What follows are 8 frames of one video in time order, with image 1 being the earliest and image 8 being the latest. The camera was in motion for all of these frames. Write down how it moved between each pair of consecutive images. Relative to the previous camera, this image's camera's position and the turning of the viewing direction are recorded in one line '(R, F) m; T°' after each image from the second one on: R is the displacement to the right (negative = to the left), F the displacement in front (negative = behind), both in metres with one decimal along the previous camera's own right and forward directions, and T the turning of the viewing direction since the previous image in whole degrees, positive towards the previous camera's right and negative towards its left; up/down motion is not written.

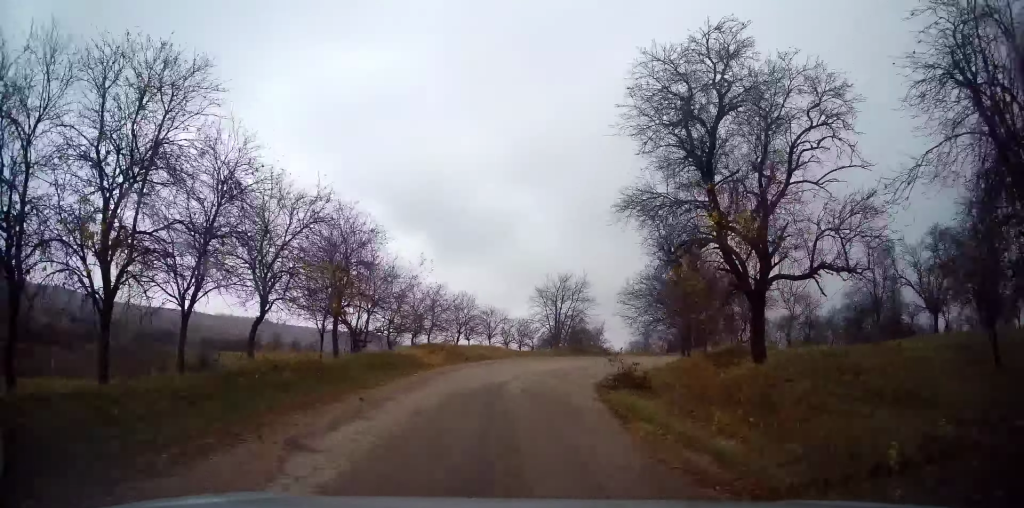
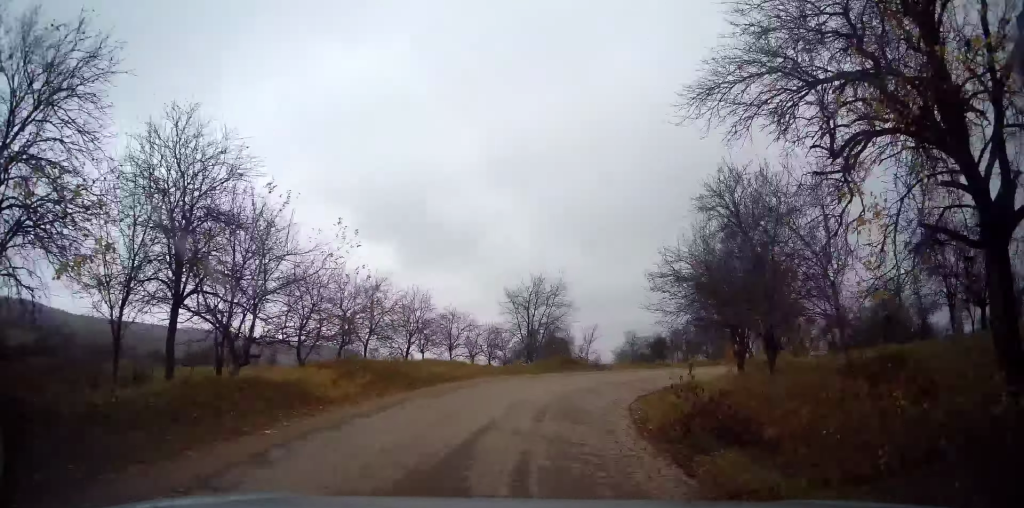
(+0.2, +7.2) m; +4°
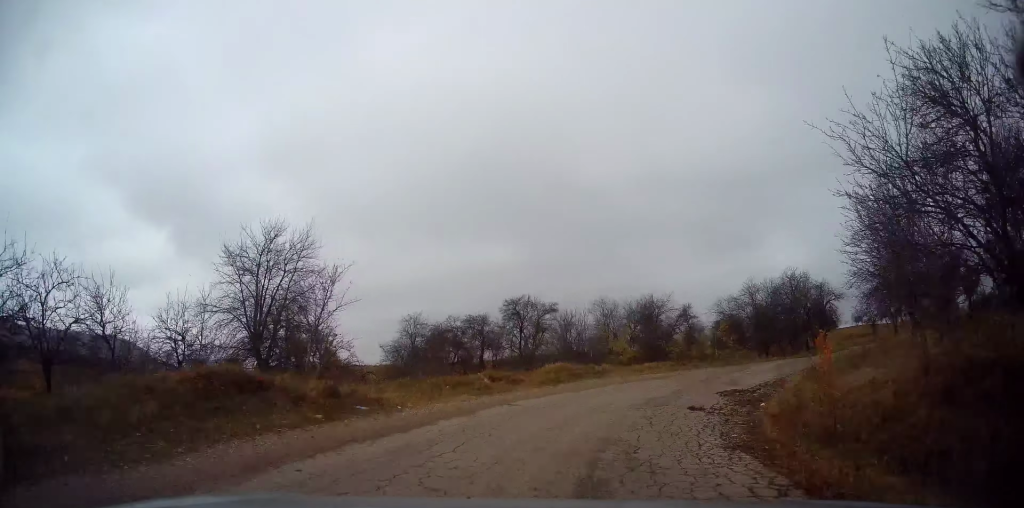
(+2.6, +19.9) m; +18°
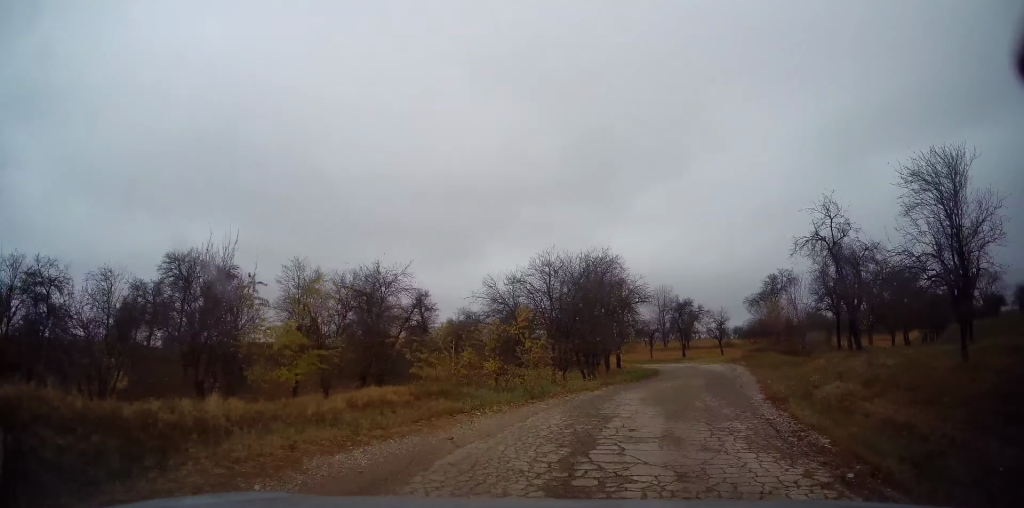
(+2.9, +14.4) m; +27°
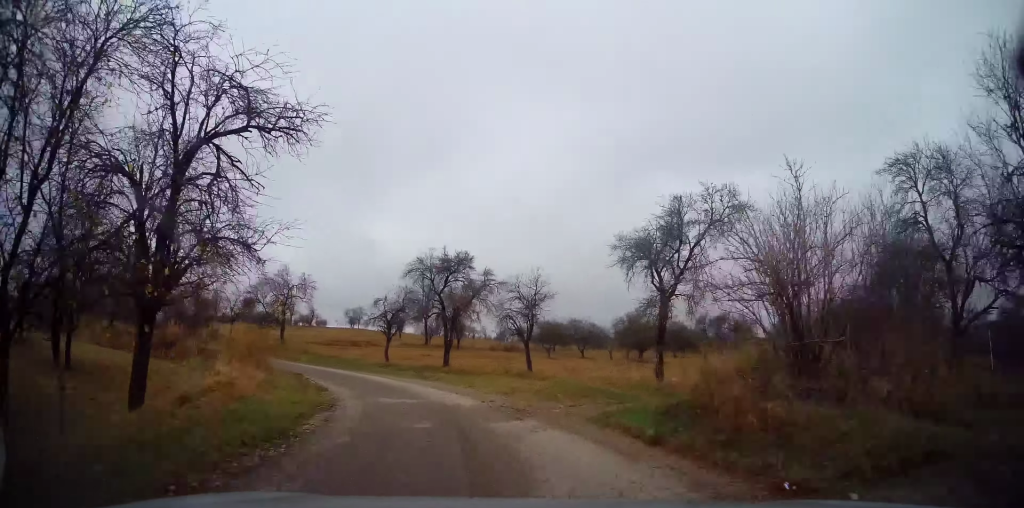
(+10.2, +23.2) m; +31°
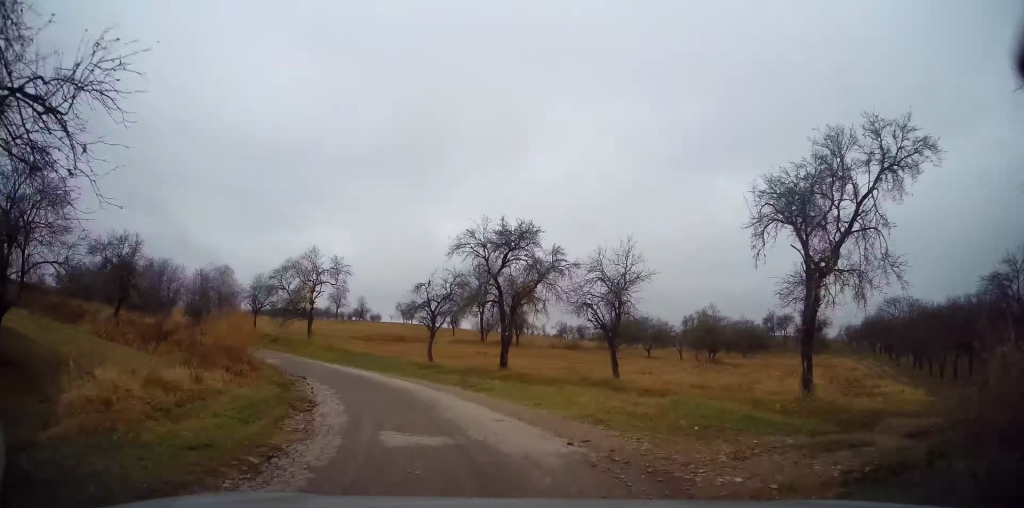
(-0.3, +5.4) m; -6°
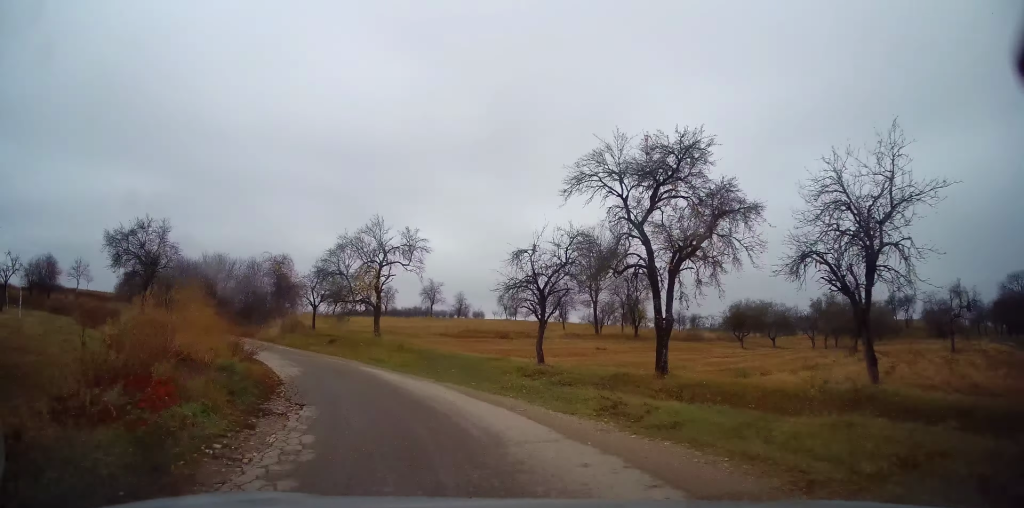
(-0.5, +7.7) m; -9°
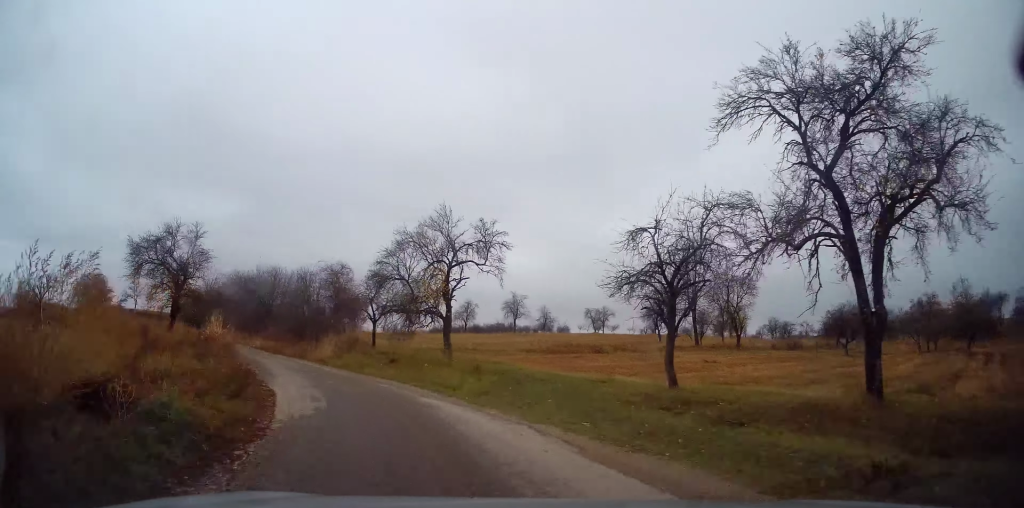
(-0.1, +4.9) m; -7°
